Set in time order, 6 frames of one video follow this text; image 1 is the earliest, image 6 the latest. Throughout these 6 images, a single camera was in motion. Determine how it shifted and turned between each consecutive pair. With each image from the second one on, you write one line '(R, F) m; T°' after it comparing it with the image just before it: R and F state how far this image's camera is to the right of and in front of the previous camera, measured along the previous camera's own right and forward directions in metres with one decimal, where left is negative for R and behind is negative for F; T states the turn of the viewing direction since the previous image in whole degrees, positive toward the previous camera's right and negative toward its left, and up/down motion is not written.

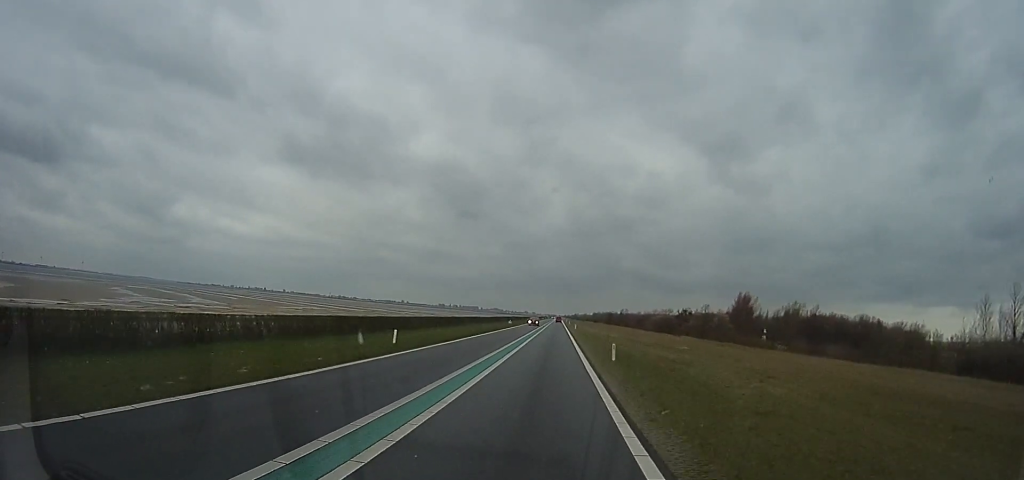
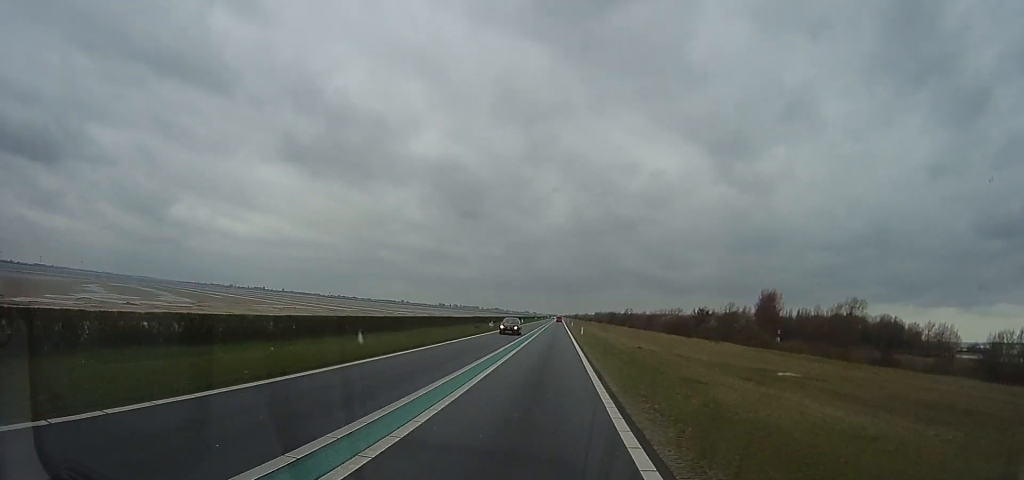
(-0.1, +20.7) m; -1°
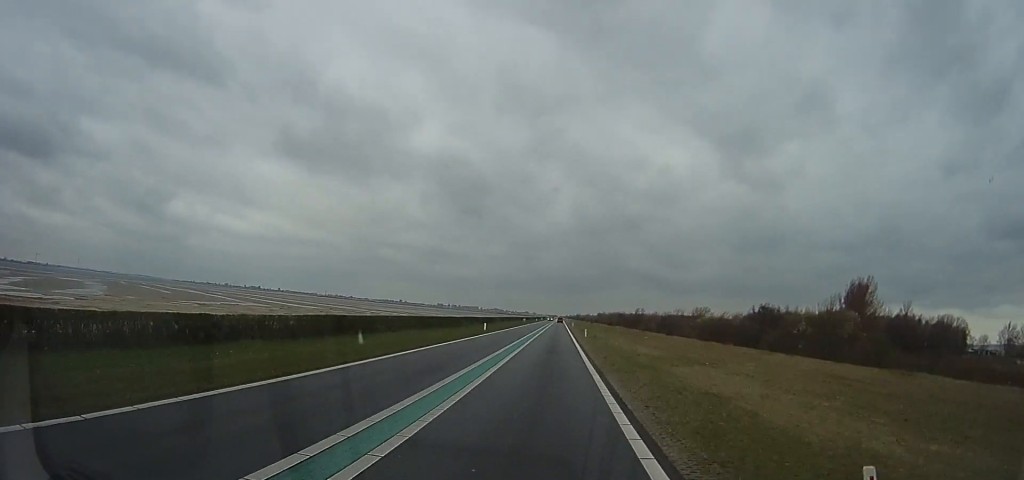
(-1.0, +50.2) m; 0°
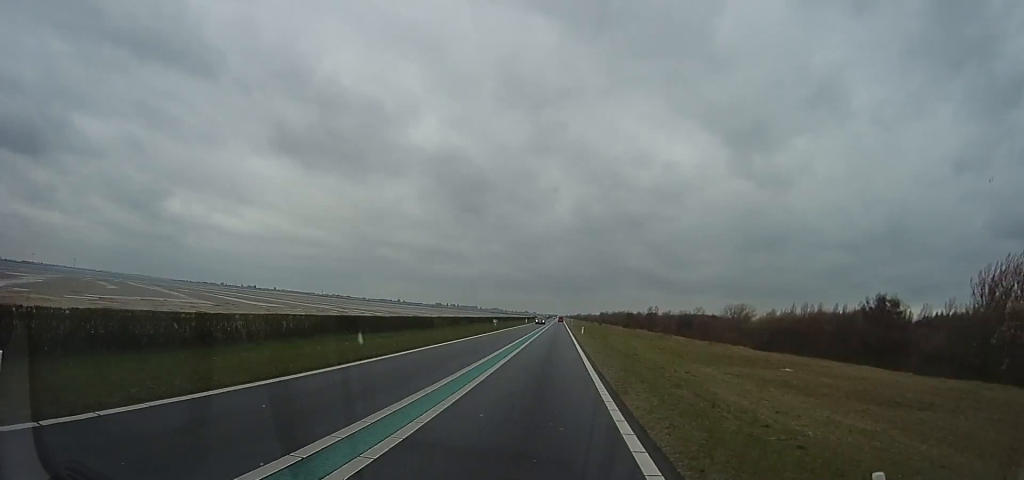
(-0.9, +45.2) m; -1°
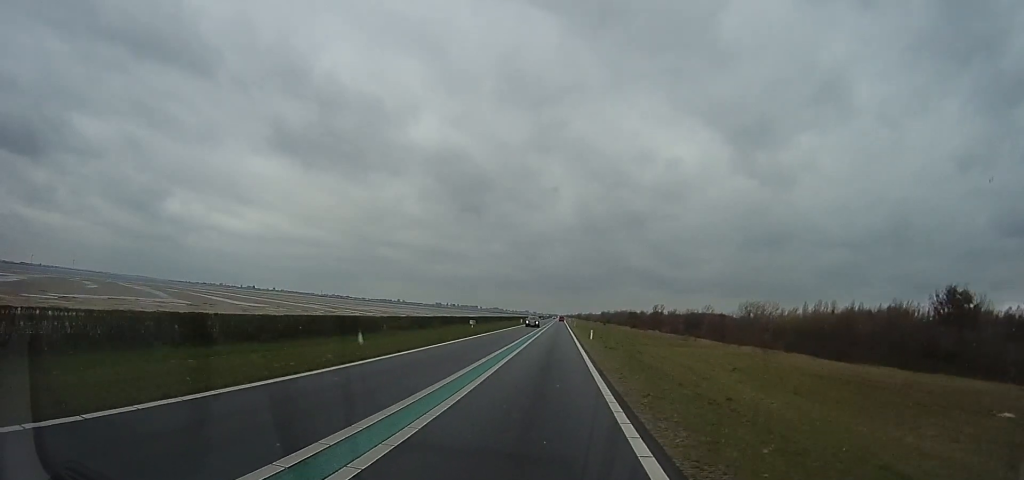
(+0.3, +15.1) m; +1°
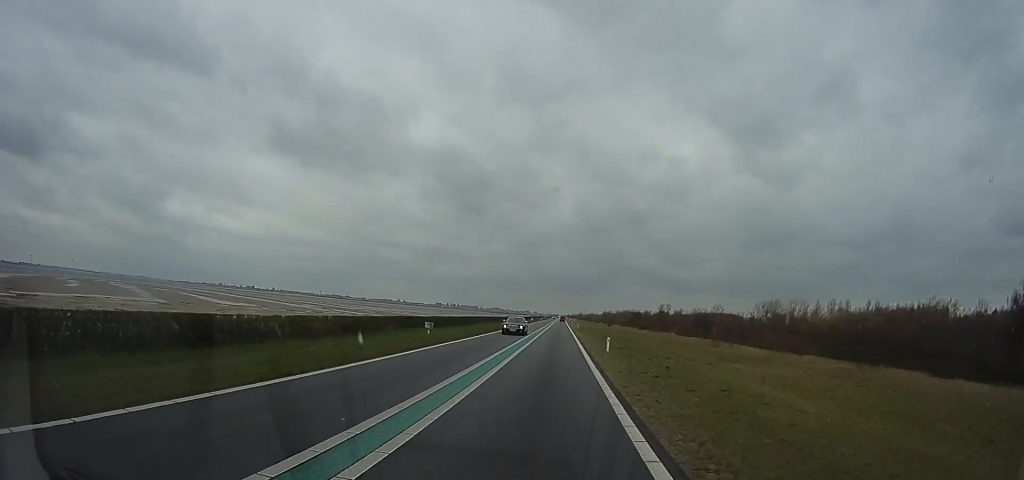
(+0.4, +13.9) m; +2°
